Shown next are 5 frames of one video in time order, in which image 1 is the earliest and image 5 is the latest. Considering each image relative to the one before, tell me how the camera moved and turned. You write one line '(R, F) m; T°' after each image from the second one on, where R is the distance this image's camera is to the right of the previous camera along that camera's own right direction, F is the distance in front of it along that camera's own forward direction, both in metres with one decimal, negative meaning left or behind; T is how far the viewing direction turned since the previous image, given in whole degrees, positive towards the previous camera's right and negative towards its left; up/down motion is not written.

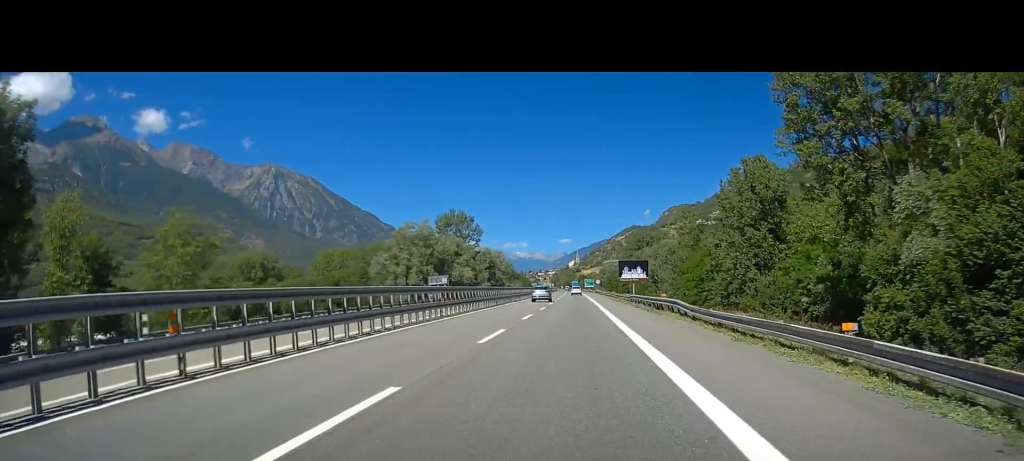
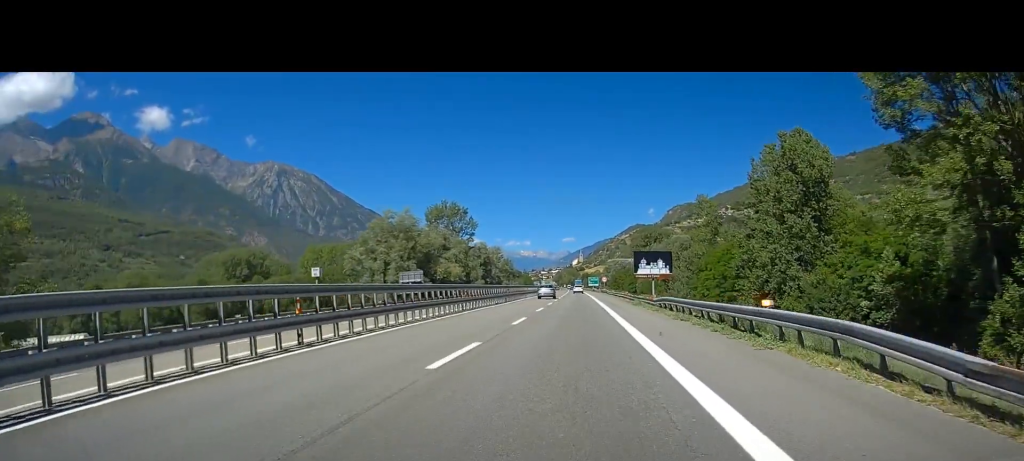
(0.0, +18.8) m; 0°
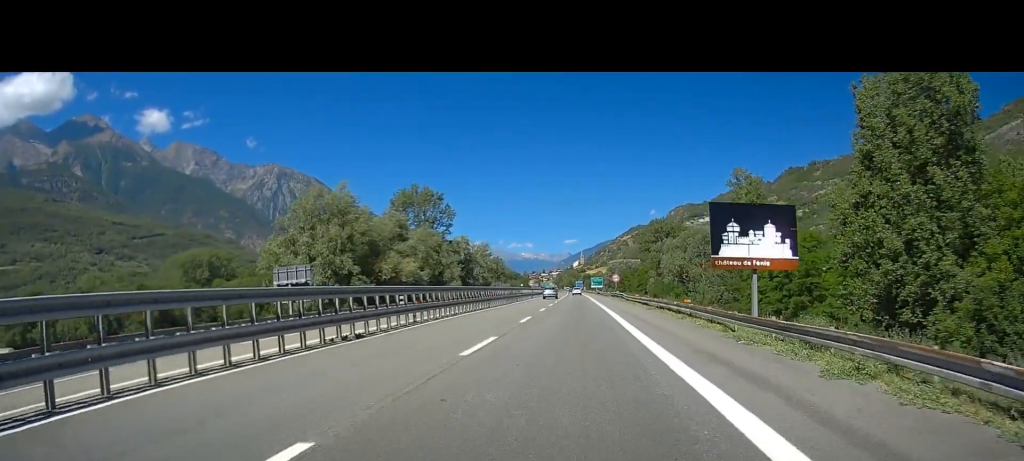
(-0.2, +37.5) m; 0°
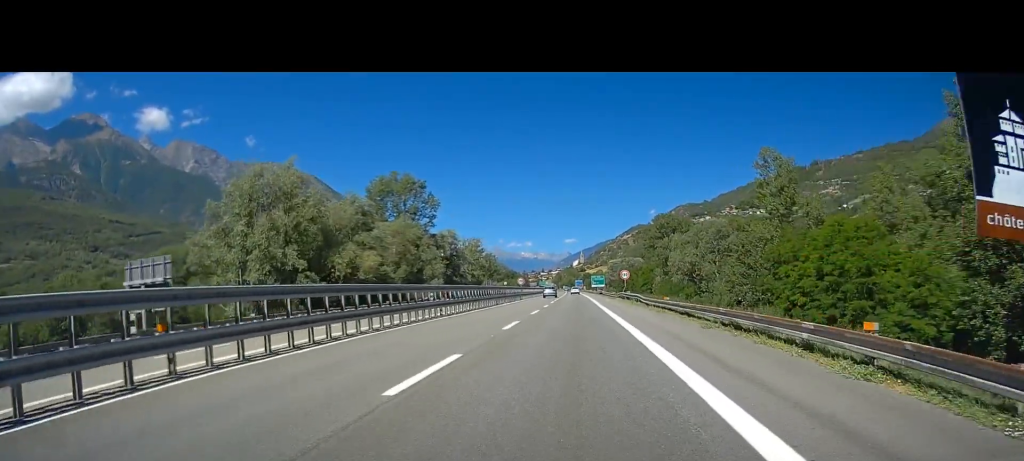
(0.0, +16.1) m; 0°
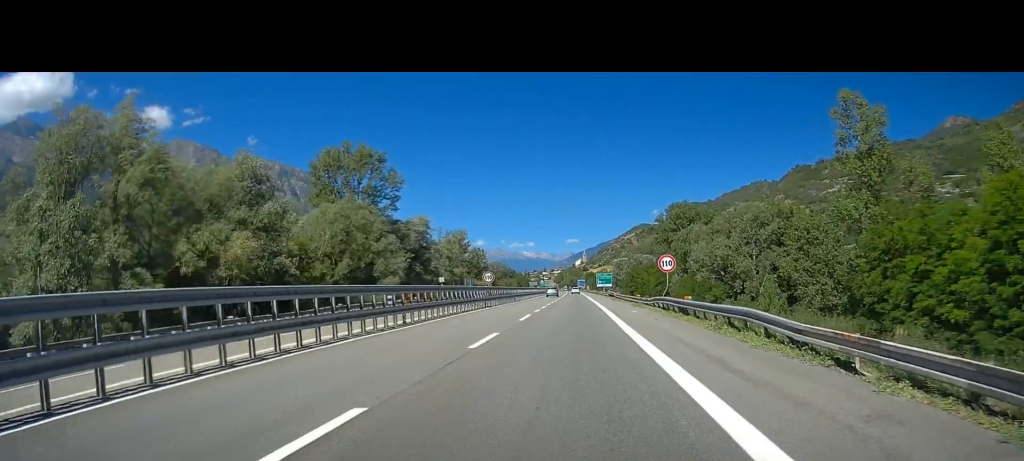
(0.0, +26.2) m; 0°
